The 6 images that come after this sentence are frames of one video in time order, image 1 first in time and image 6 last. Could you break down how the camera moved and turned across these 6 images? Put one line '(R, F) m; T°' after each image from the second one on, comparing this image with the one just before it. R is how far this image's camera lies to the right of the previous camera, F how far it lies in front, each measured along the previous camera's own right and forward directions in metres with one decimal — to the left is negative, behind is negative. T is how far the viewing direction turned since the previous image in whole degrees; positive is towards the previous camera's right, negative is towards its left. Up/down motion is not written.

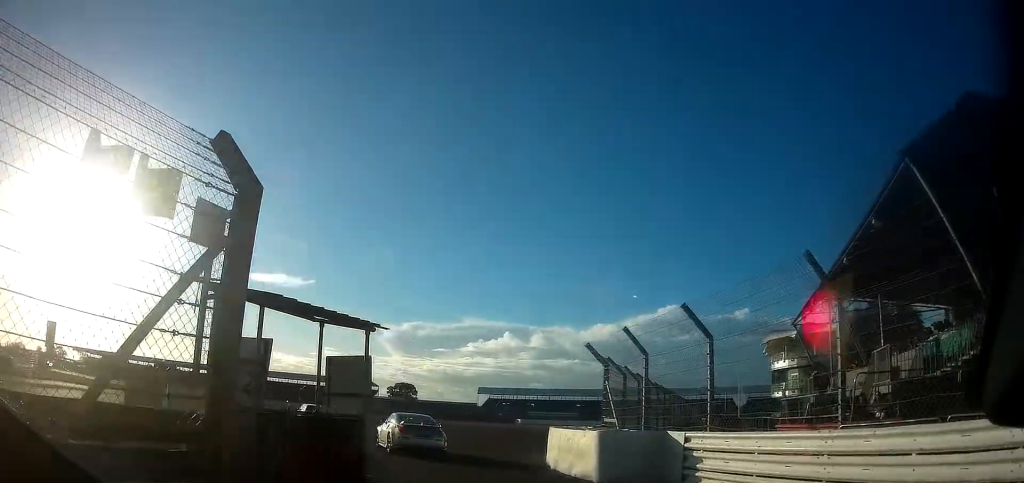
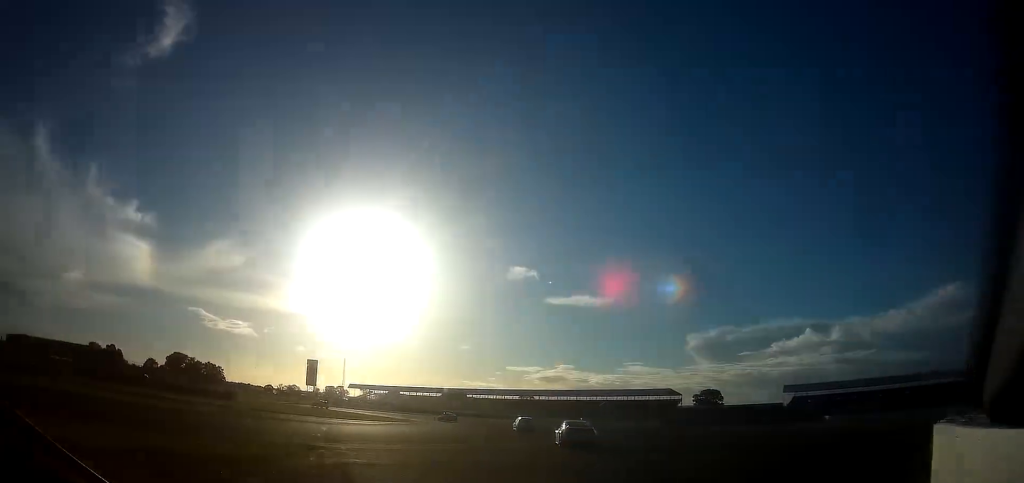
(-1.2, +14.6) m; -8°
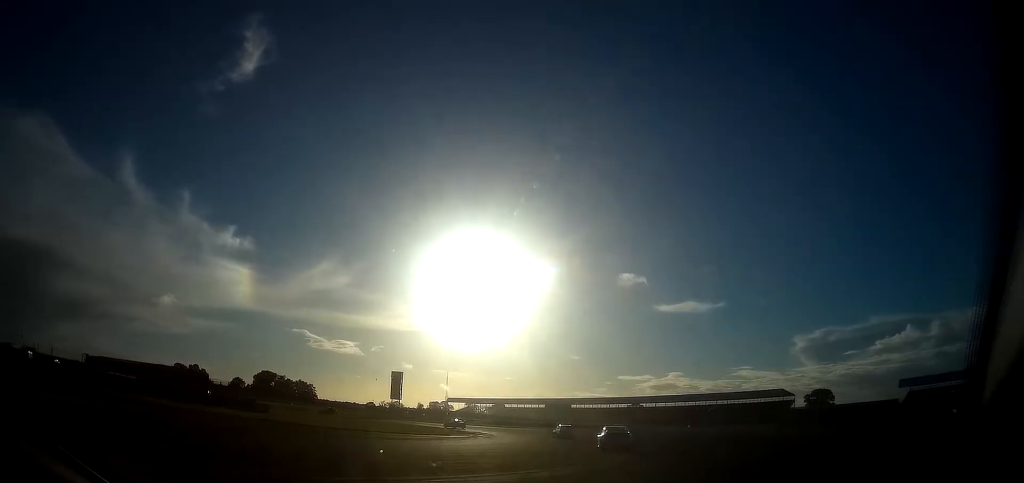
(-1.8, +17.4) m; -10°
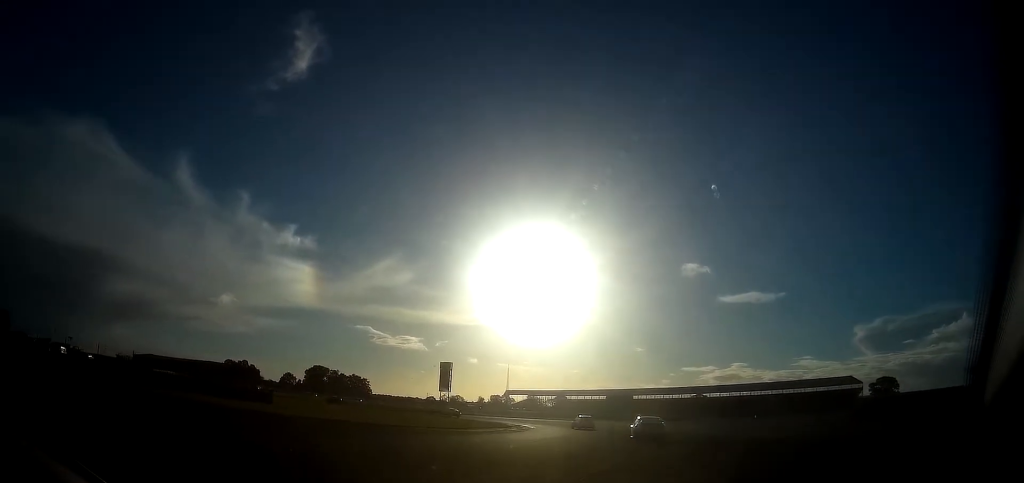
(-0.4, +10.0) m; -4°
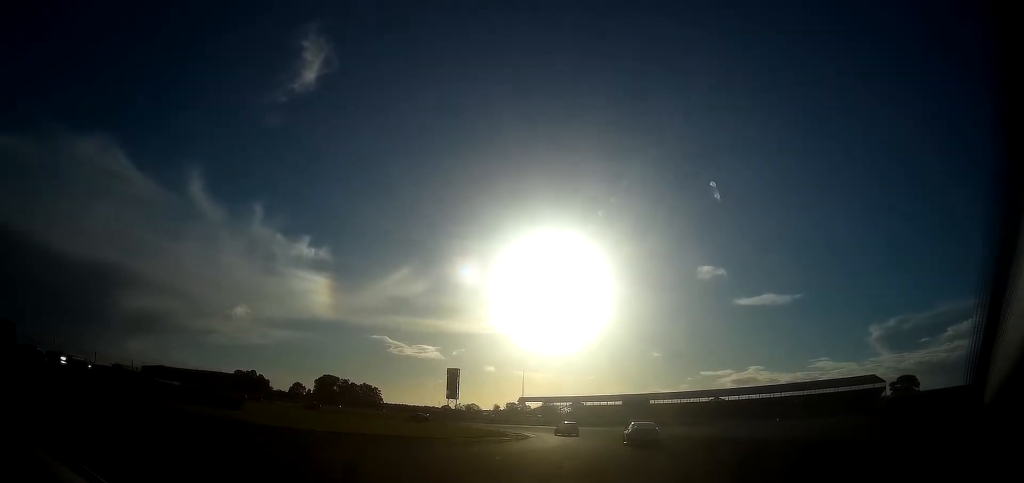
(+0.1, +6.5) m; -3°
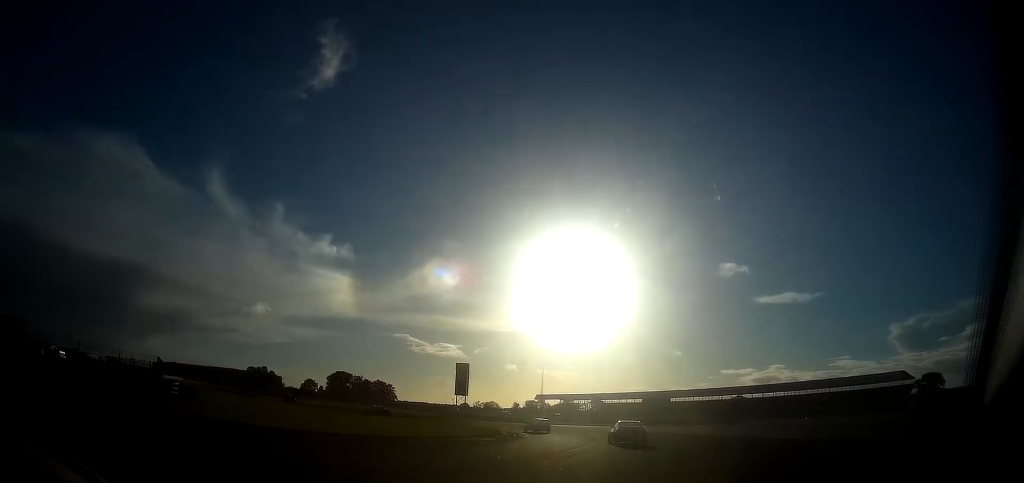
(-0.6, +9.0) m; -4°
